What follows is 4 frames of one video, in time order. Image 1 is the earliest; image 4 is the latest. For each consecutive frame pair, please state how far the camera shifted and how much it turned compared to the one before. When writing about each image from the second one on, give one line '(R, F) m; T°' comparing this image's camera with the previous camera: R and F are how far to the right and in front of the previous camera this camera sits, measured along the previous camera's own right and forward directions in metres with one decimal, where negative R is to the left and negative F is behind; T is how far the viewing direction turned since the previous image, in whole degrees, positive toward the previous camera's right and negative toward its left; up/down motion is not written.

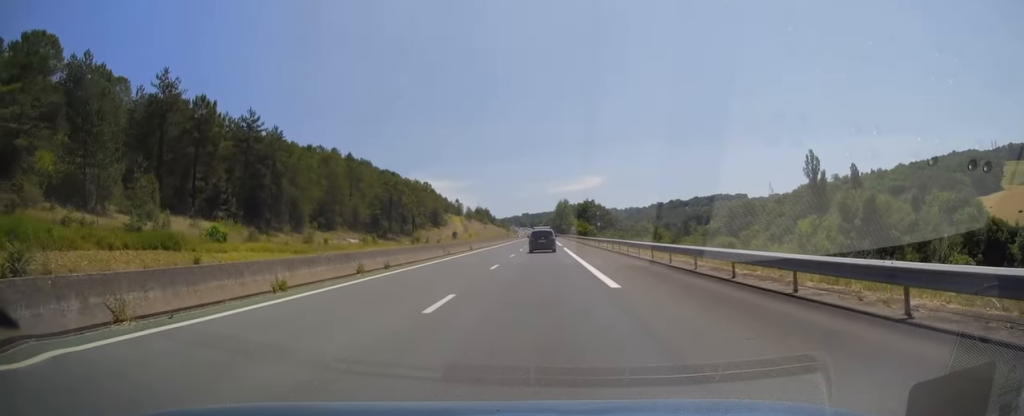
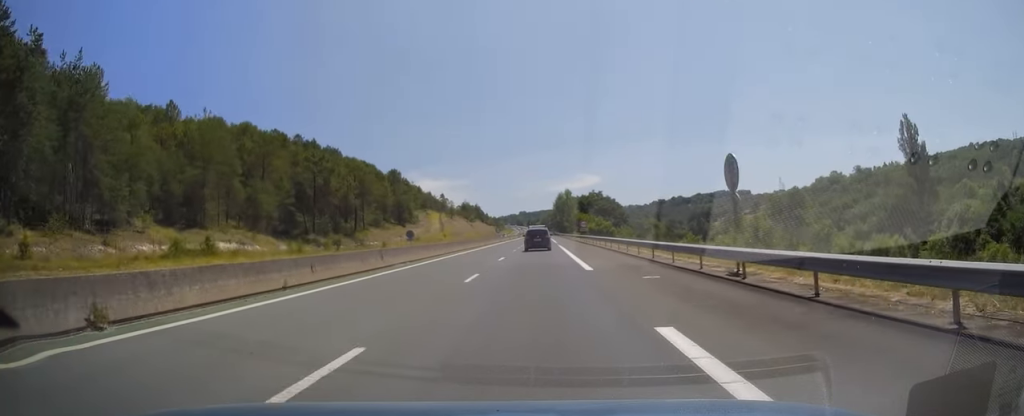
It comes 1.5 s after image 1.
(-0.3, +45.3) m; 0°
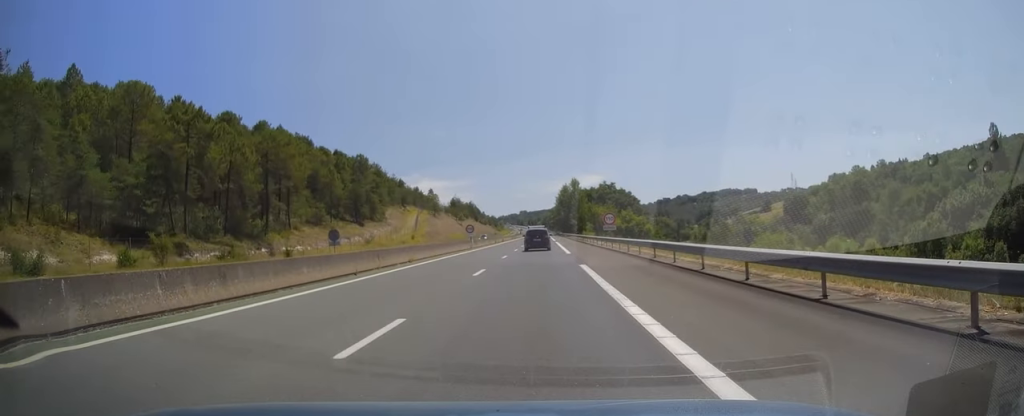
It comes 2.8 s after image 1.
(+0.2, +36.4) m; 0°
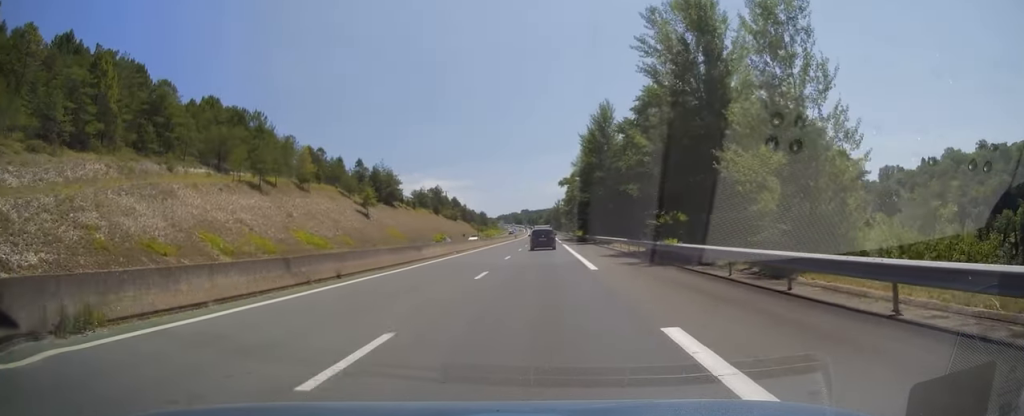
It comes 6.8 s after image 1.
(-0.7, +118.0) m; 0°
